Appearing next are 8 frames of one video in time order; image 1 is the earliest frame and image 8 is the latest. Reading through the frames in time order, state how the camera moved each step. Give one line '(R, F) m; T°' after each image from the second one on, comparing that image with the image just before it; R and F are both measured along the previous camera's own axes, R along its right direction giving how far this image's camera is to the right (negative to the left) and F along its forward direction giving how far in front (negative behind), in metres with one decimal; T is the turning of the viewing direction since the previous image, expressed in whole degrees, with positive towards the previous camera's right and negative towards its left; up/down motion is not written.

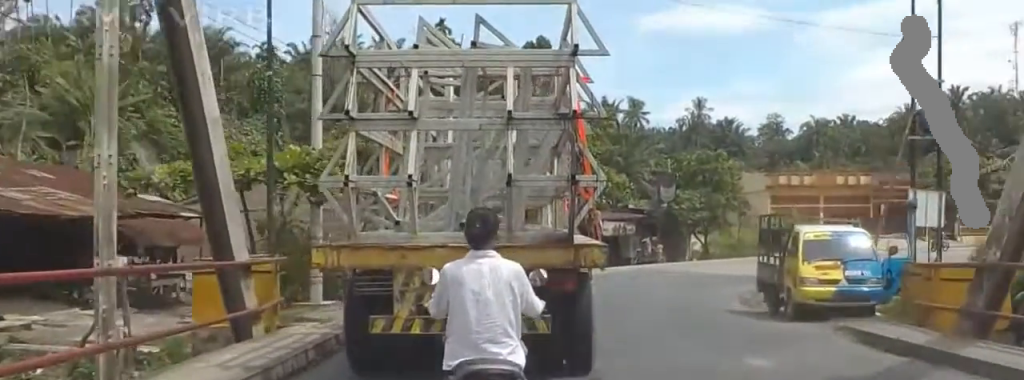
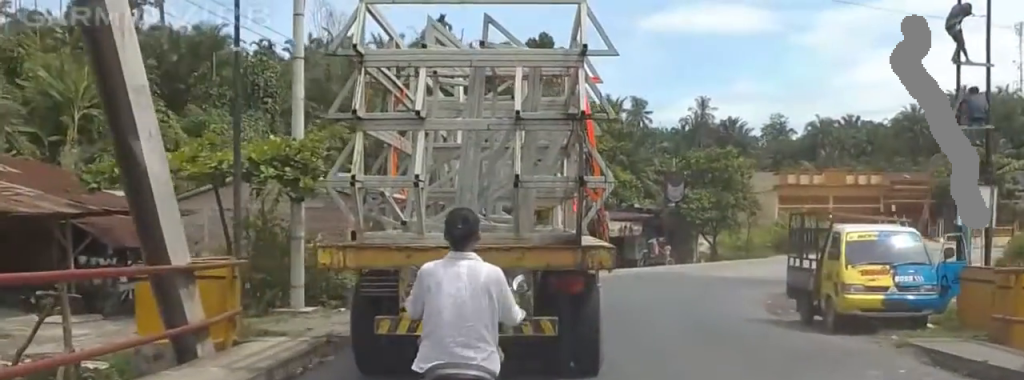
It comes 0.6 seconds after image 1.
(0.0, +7.2) m; 0°
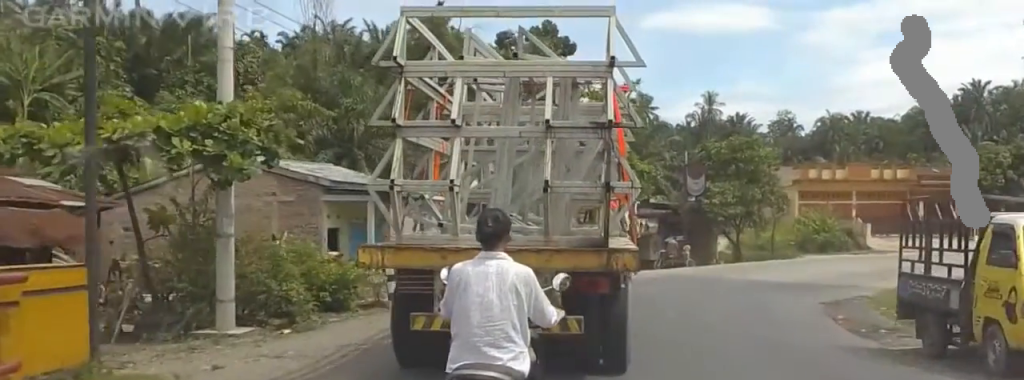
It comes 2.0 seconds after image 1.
(-0.5, +17.0) m; -2°
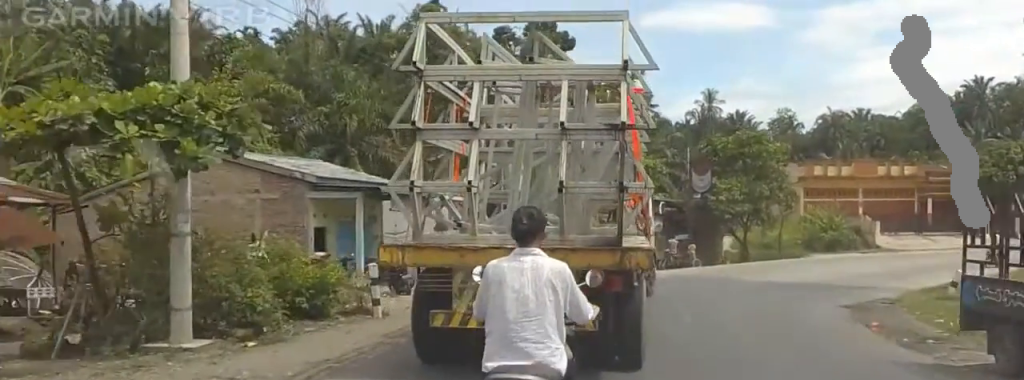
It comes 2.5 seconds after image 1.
(-0.4, +5.7) m; +1°
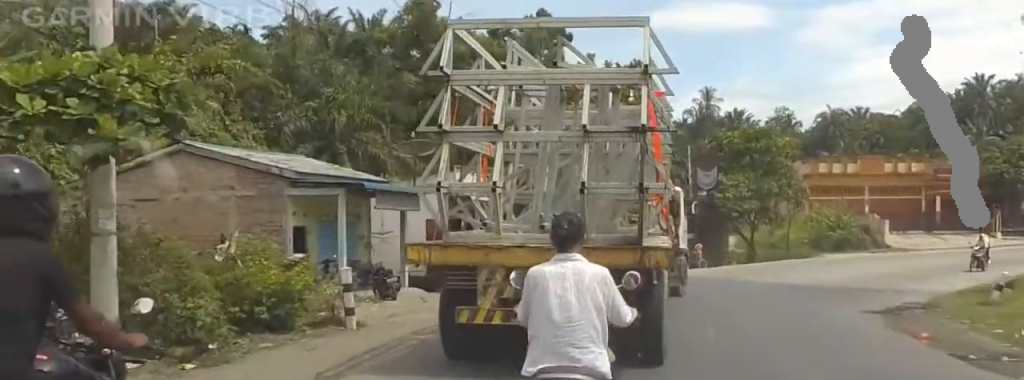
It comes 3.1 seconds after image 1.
(+0.6, +6.1) m; +1°
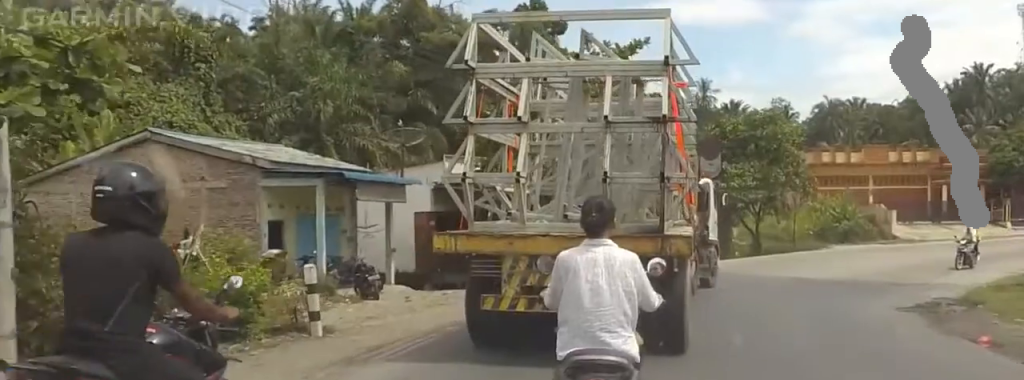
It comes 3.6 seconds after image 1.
(+0.4, +5.2) m; 0°
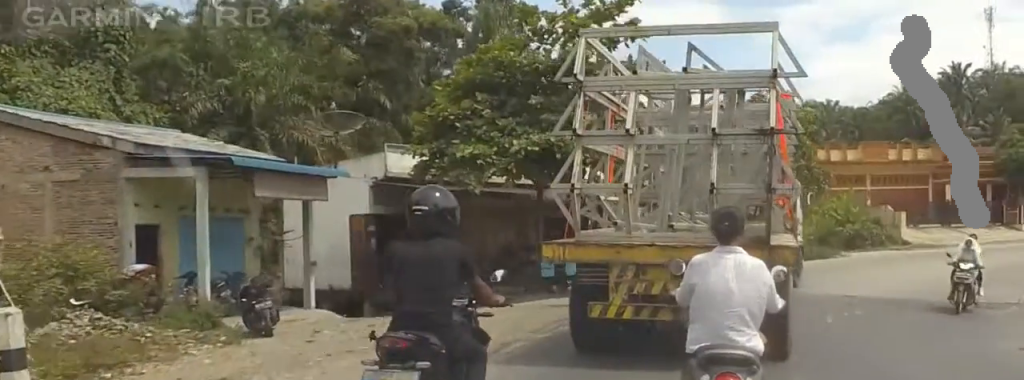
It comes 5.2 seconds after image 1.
(-1.0, +12.6) m; -8°
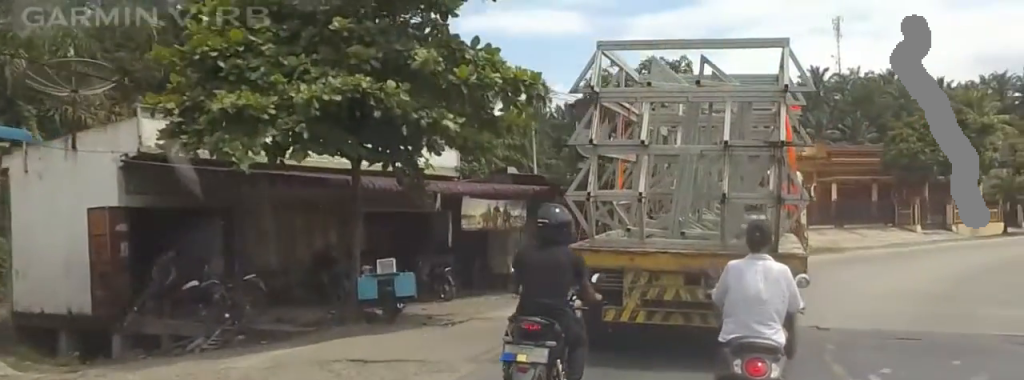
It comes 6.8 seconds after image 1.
(-1.3, +10.7) m; -11°
